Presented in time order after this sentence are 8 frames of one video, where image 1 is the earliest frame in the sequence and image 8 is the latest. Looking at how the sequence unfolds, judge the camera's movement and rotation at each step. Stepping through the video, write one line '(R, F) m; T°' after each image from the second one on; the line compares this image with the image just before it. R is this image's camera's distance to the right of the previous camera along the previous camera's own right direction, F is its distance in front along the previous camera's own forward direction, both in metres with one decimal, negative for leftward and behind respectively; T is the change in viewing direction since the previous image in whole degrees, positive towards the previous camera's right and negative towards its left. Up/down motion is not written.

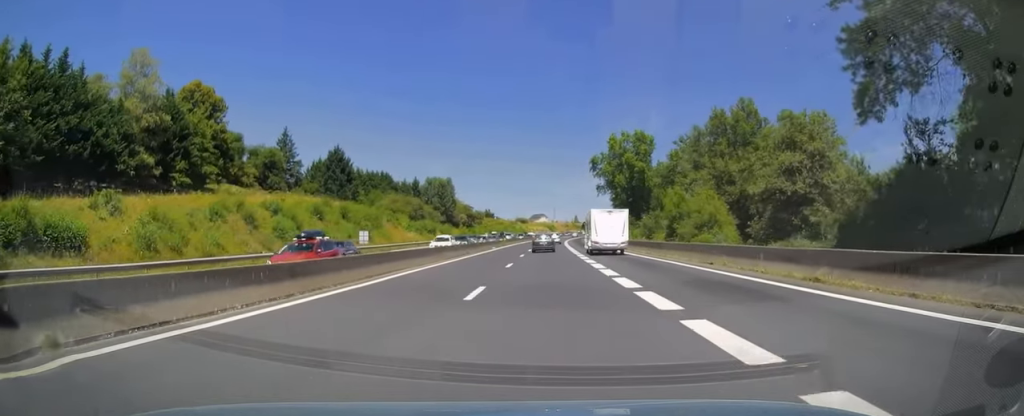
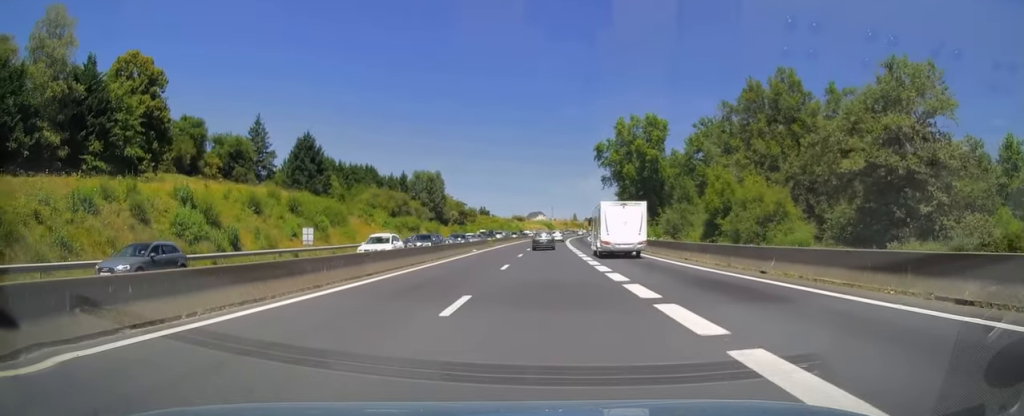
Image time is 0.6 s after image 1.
(-0.1, +15.6) m; 0°
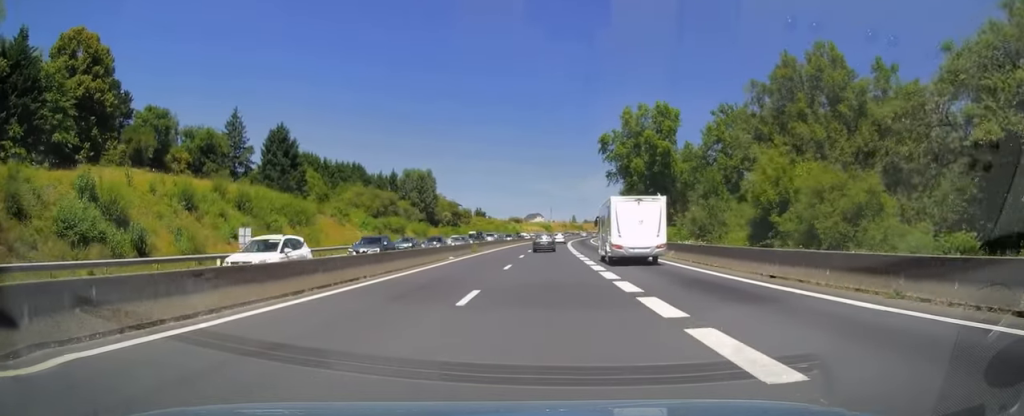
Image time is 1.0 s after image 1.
(+0.1, +11.2) m; 0°
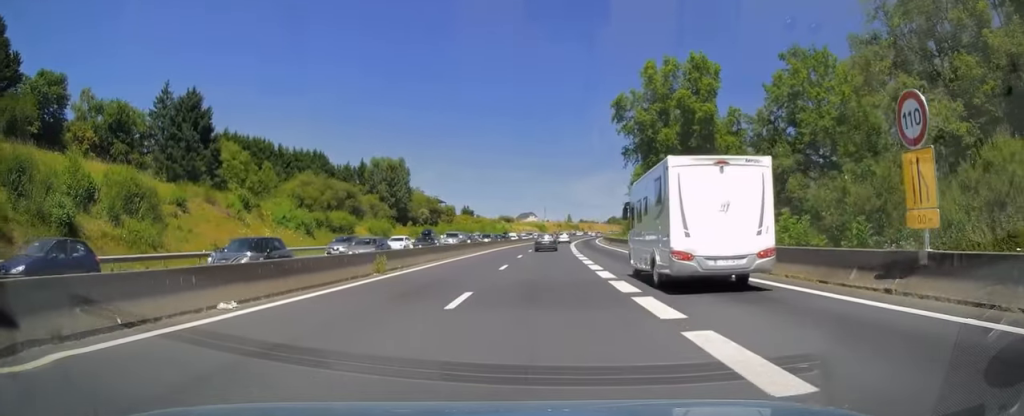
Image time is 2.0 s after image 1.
(0.0, +26.4) m; 0°
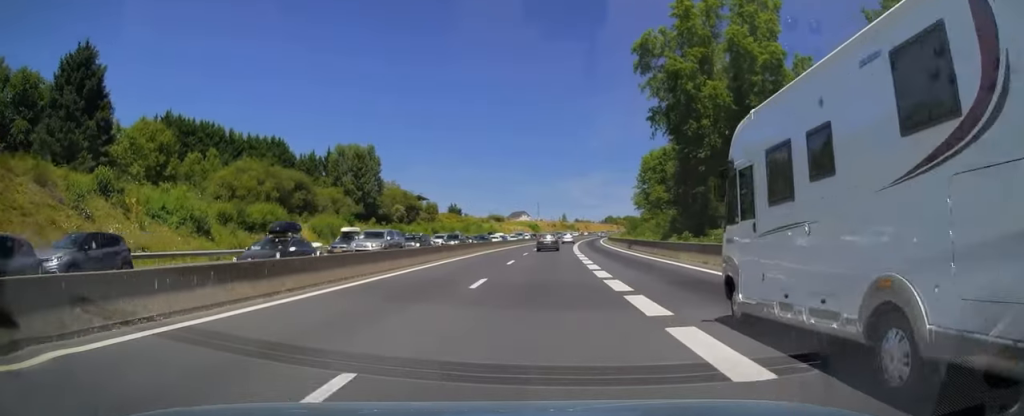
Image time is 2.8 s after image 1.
(0.0, +21.1) m; 0°
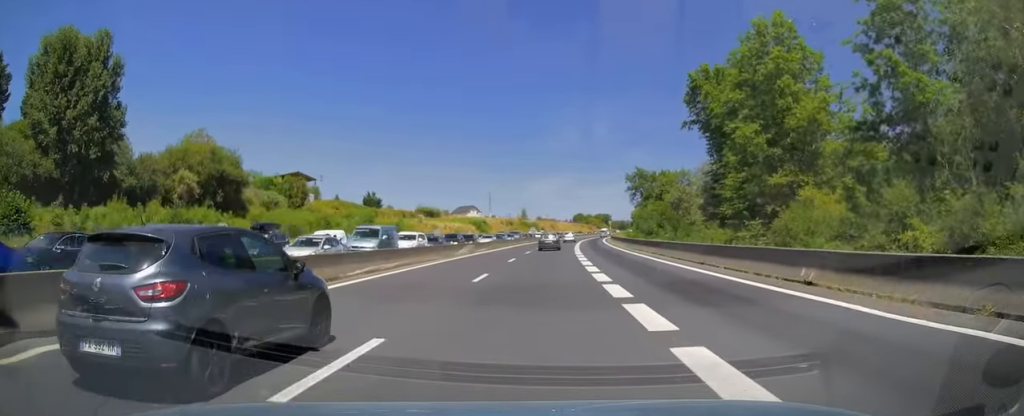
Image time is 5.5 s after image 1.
(+1.8, +74.9) m; +3°
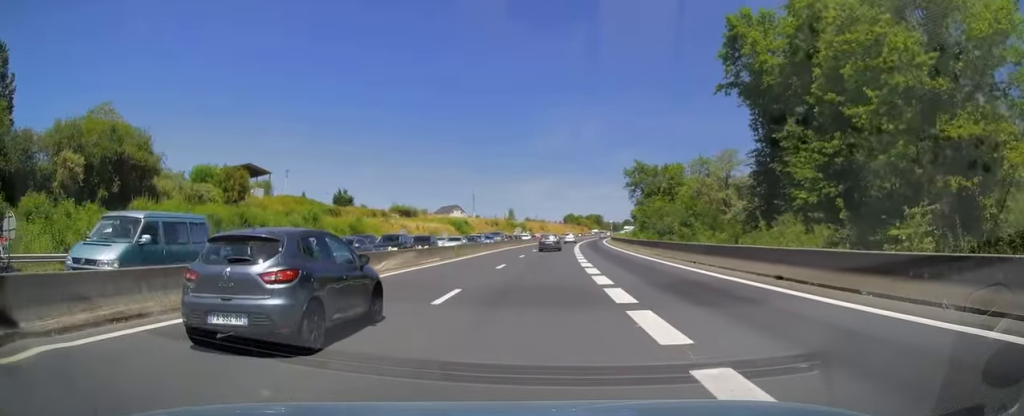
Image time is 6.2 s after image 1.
(+0.2, +18.5) m; +1°
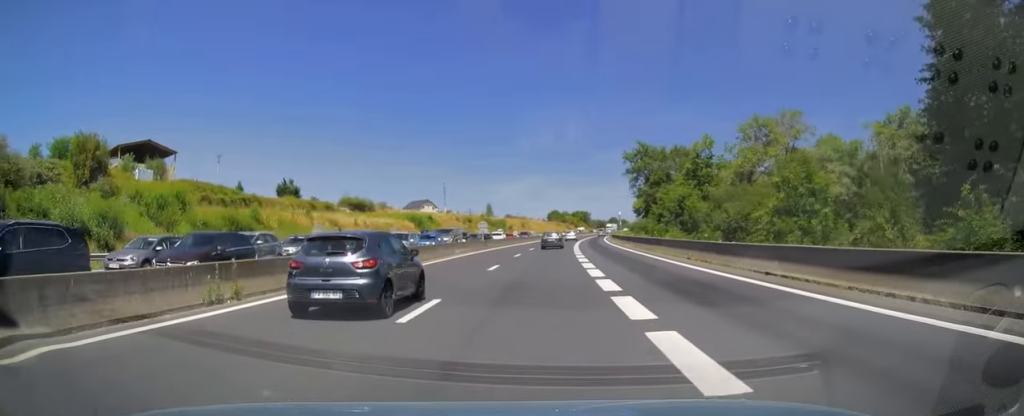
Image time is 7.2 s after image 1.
(+0.5, +28.6) m; +2°
